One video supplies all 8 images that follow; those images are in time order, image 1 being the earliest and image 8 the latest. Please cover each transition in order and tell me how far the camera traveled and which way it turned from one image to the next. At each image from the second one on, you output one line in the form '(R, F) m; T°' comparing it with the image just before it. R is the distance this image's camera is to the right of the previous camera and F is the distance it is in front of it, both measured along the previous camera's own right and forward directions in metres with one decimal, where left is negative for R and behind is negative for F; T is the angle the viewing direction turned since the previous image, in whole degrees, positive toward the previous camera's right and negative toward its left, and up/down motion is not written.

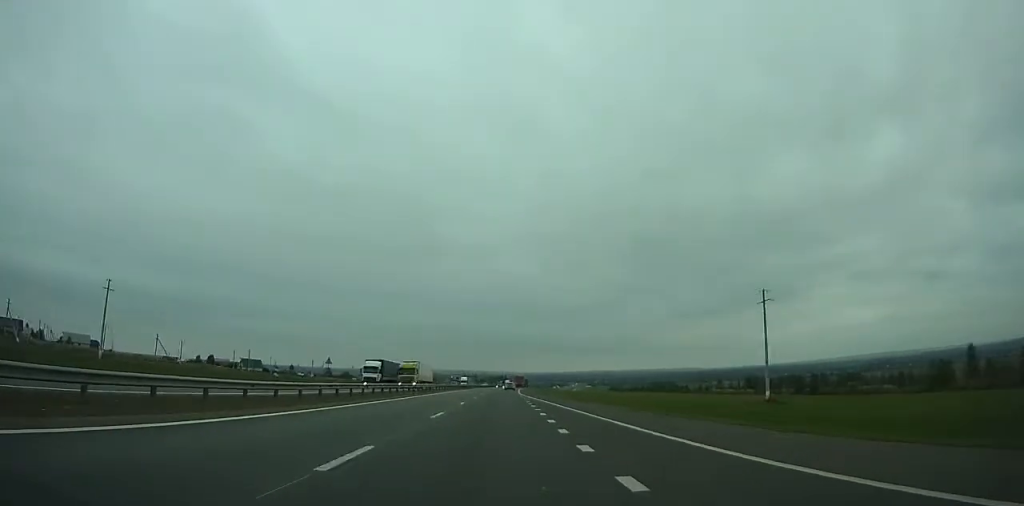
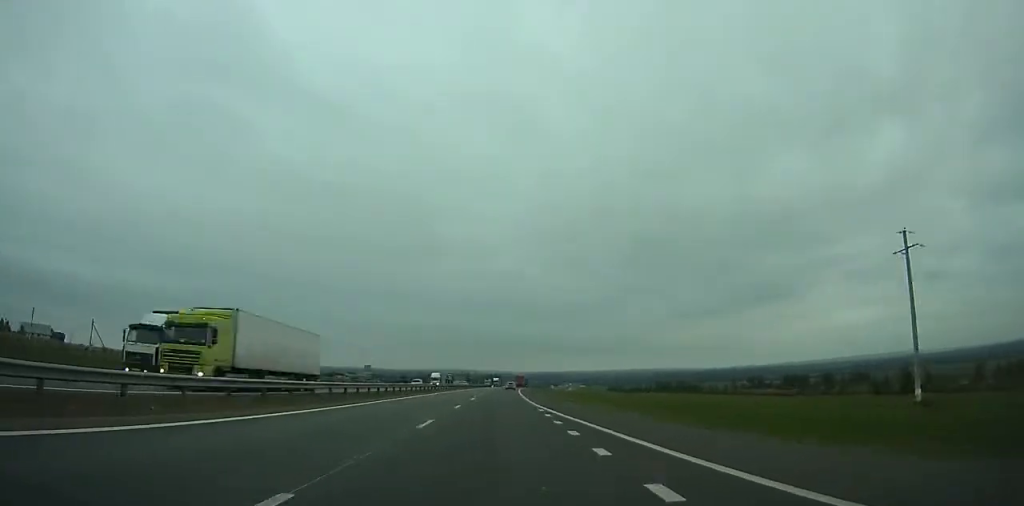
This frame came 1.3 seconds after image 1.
(+0.3, +29.3) m; +1°
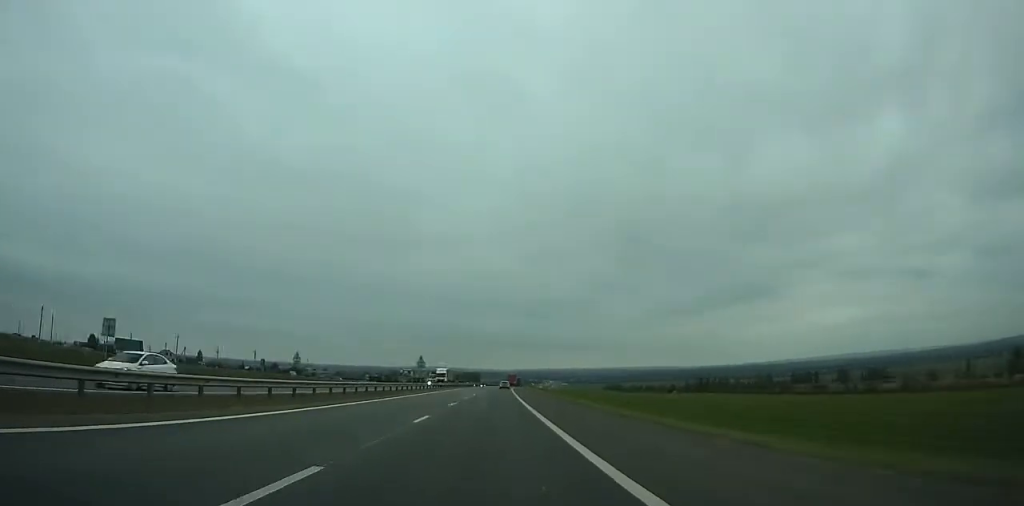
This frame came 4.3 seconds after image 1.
(+1.0, +68.6) m; +2°
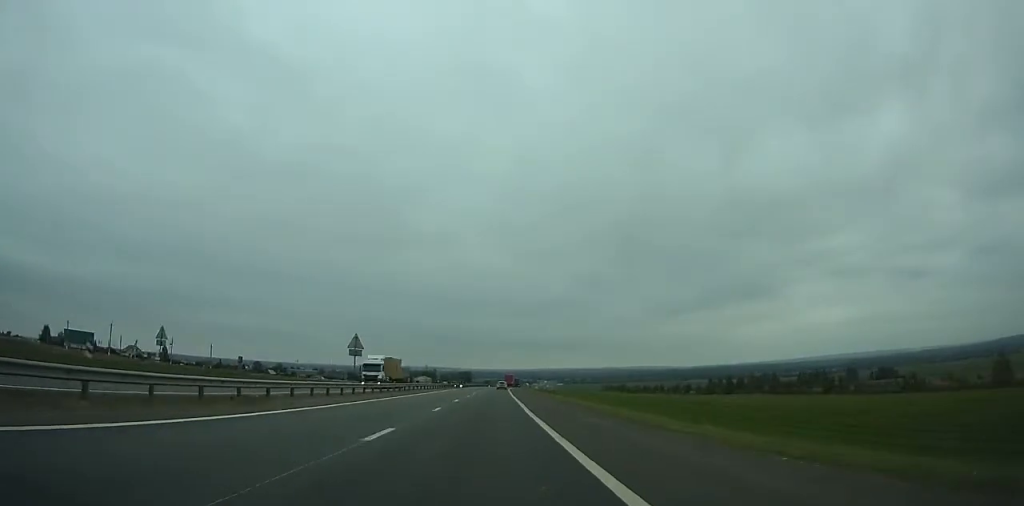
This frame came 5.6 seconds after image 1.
(+0.2, +30.3) m; +1°
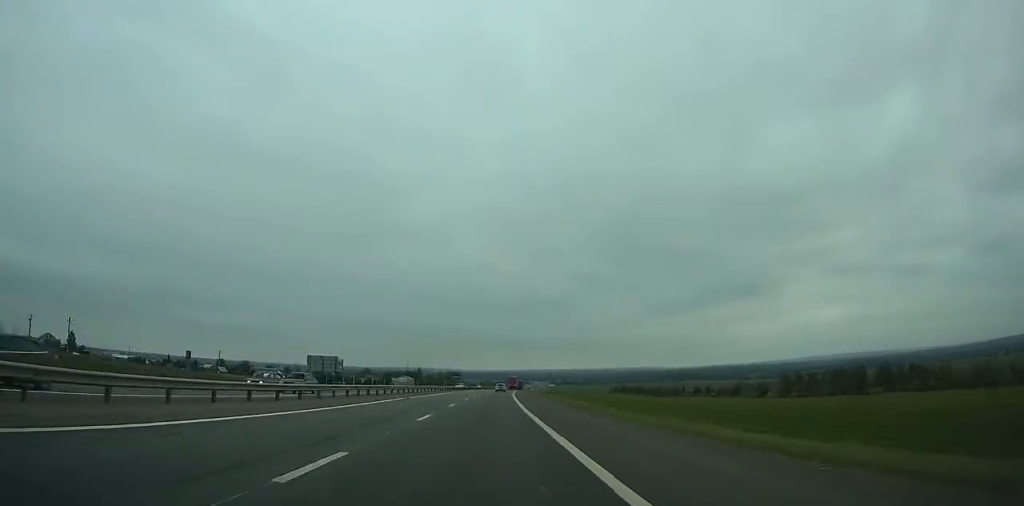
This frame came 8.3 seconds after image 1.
(+0.7, +64.0) m; +1°
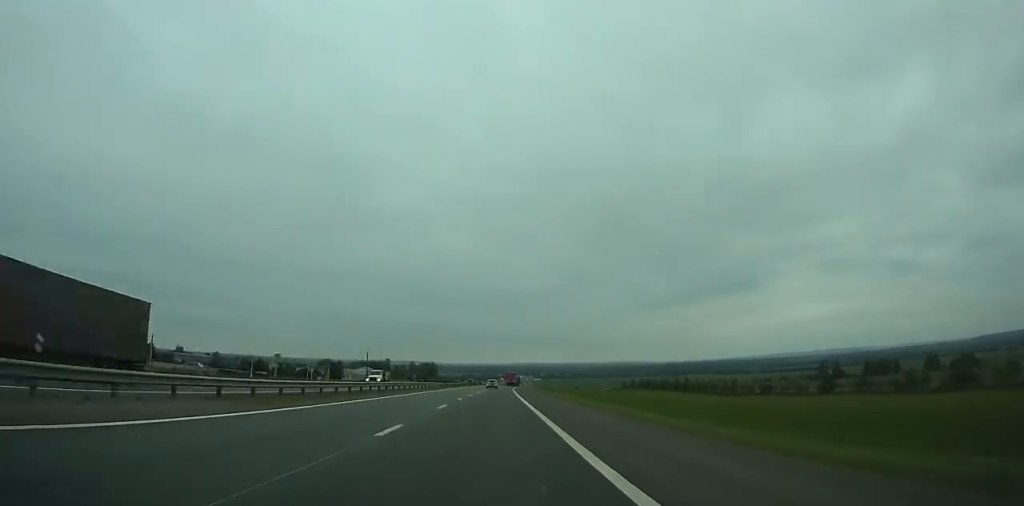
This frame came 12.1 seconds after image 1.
(+1.0, +91.8) m; +2°
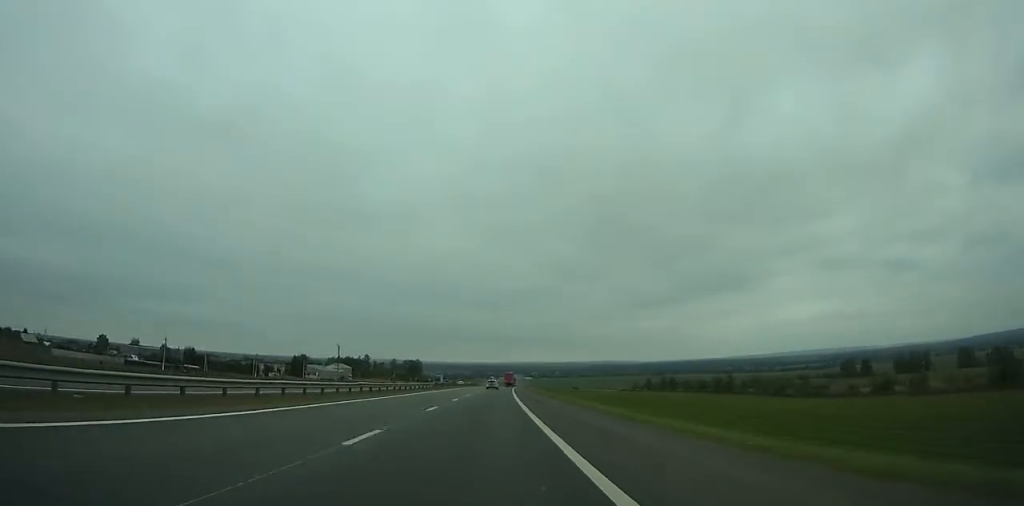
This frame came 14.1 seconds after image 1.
(+0.5, +48.5) m; +1°
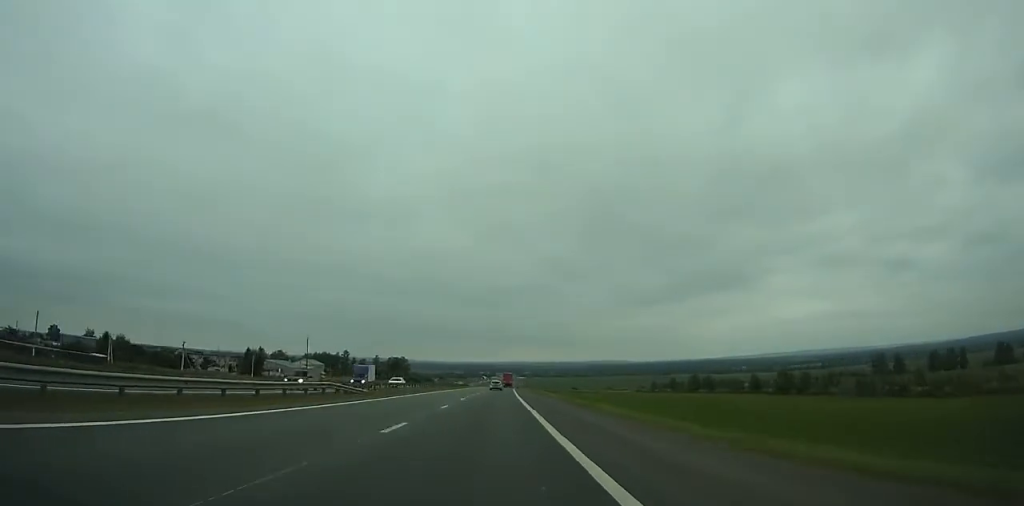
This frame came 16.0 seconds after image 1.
(+0.3, +46.0) m; +1°
